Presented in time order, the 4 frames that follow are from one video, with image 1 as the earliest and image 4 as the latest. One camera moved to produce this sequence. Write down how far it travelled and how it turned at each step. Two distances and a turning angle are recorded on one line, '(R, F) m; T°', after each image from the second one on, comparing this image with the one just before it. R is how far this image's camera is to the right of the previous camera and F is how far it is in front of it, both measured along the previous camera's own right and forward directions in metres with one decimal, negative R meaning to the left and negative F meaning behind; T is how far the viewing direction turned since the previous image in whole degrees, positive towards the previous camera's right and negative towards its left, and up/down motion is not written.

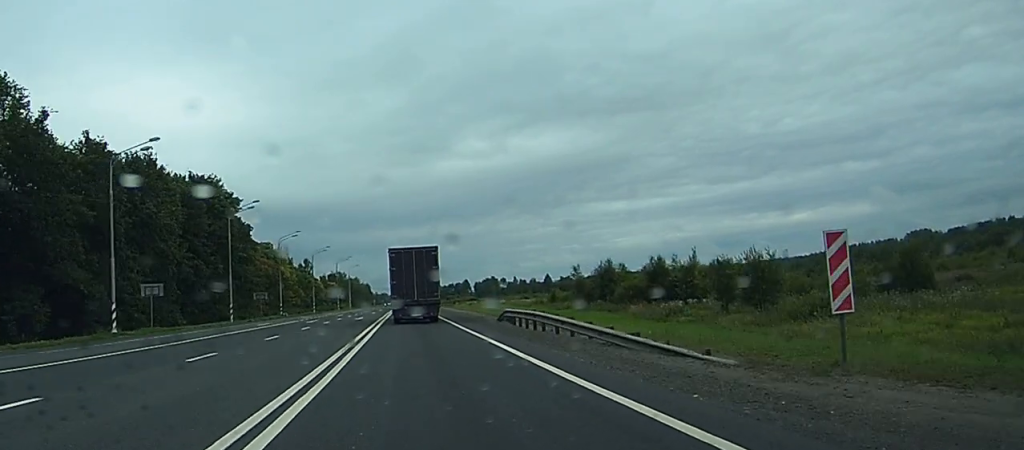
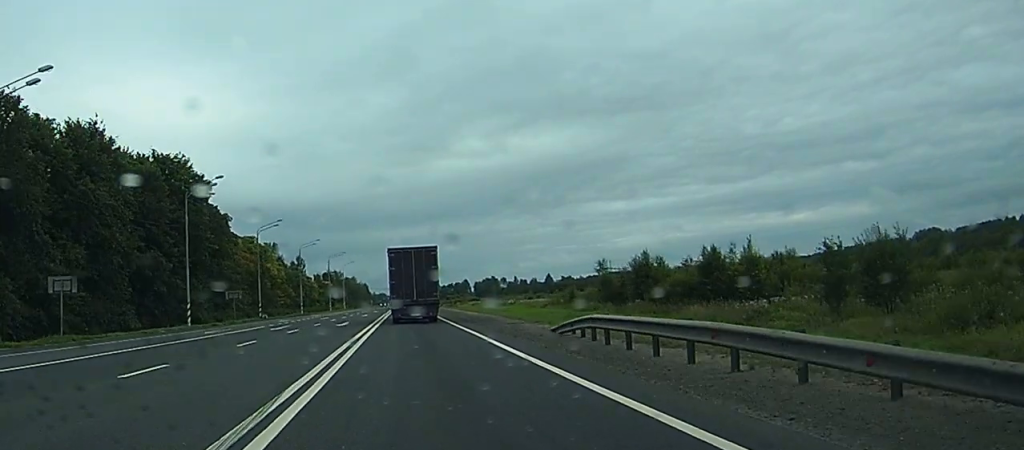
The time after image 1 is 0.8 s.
(+0.1, +17.3) m; 0°
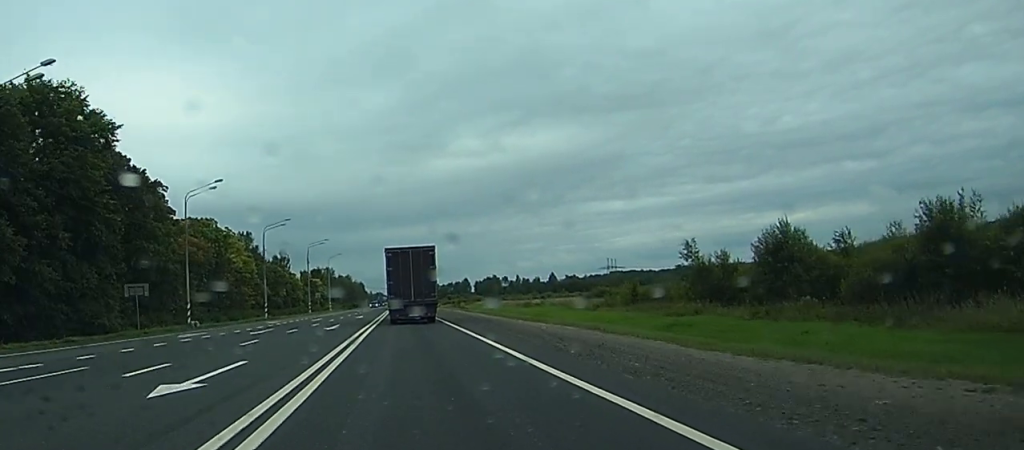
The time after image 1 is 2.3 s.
(0.0, +35.3) m; 0°
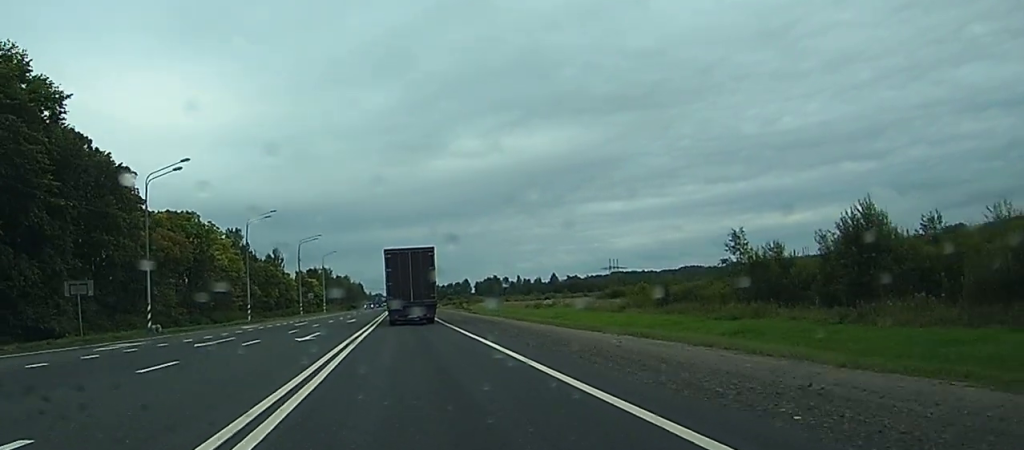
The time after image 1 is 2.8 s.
(0.0, +11.2) m; 0°
